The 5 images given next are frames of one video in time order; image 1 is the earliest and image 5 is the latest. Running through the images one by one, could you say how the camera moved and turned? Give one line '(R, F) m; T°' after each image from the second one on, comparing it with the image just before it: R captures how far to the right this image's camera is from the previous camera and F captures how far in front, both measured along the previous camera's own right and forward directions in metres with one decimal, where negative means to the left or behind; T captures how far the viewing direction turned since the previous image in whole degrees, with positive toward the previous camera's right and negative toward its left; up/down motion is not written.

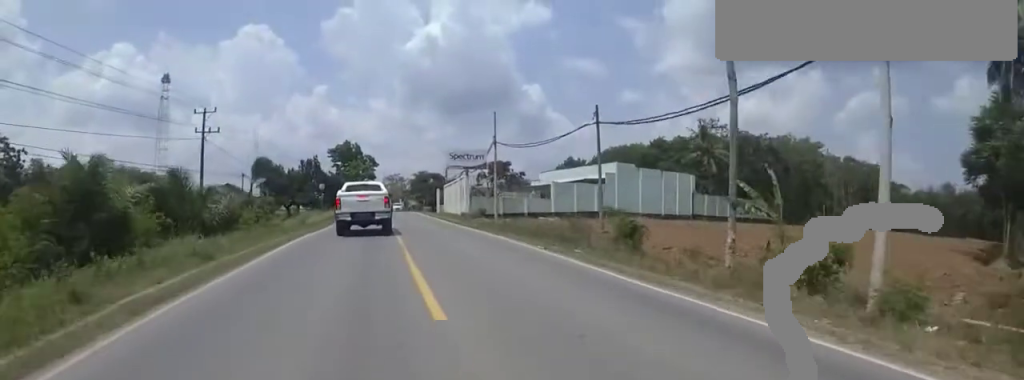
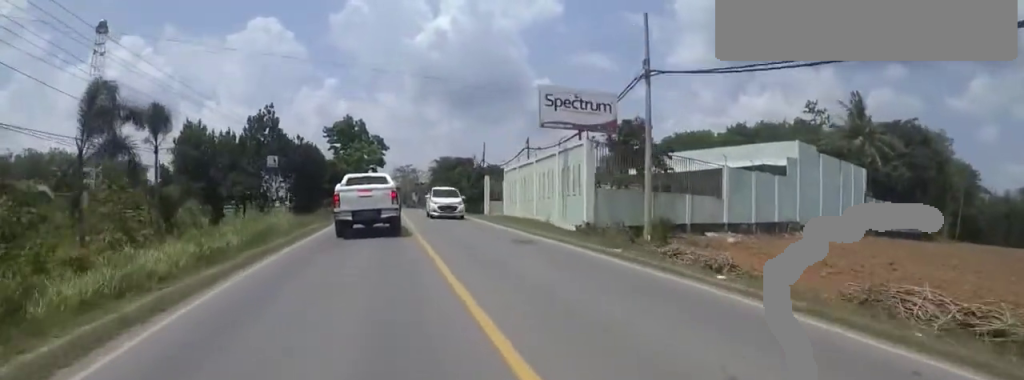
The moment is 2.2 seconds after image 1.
(-1.2, +32.8) m; +1°
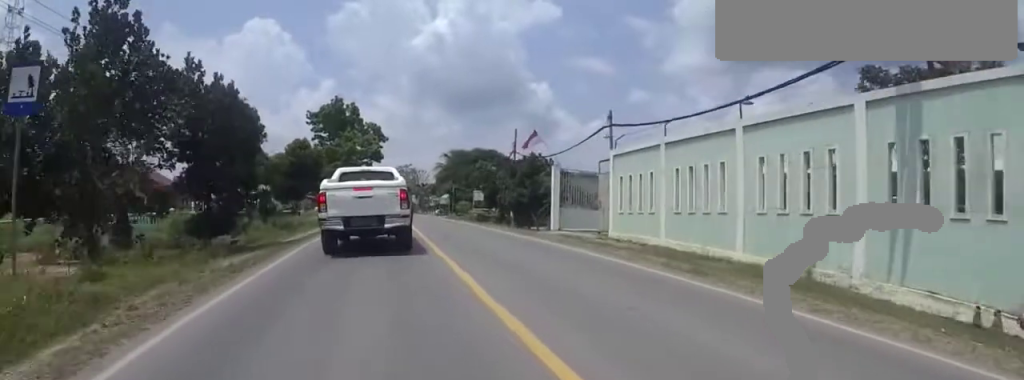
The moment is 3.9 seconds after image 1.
(+0.3, +21.9) m; 0°
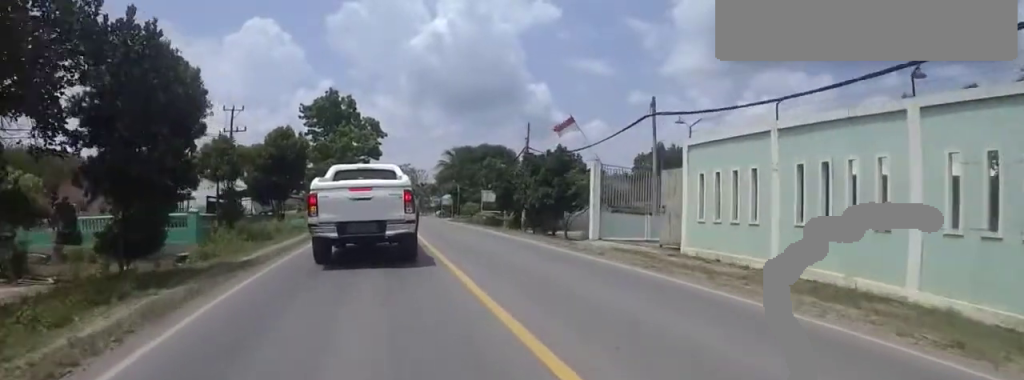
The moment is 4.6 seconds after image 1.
(-0.3, +6.7) m; +1°
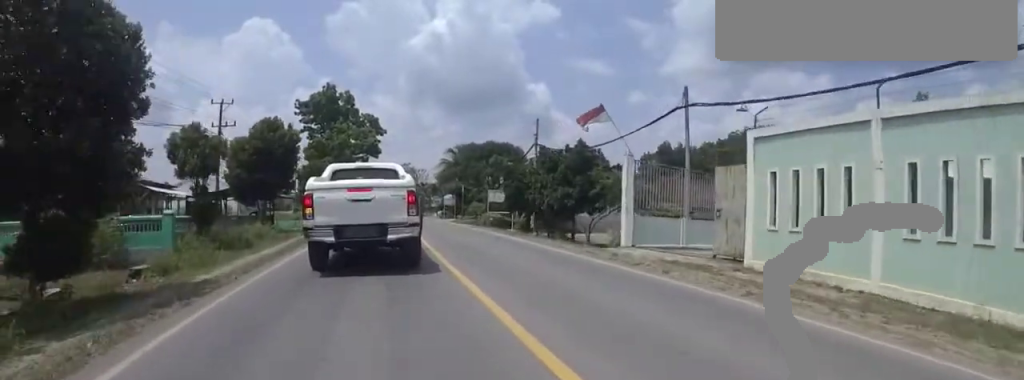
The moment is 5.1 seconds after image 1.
(+0.4, +4.1) m; +2°
